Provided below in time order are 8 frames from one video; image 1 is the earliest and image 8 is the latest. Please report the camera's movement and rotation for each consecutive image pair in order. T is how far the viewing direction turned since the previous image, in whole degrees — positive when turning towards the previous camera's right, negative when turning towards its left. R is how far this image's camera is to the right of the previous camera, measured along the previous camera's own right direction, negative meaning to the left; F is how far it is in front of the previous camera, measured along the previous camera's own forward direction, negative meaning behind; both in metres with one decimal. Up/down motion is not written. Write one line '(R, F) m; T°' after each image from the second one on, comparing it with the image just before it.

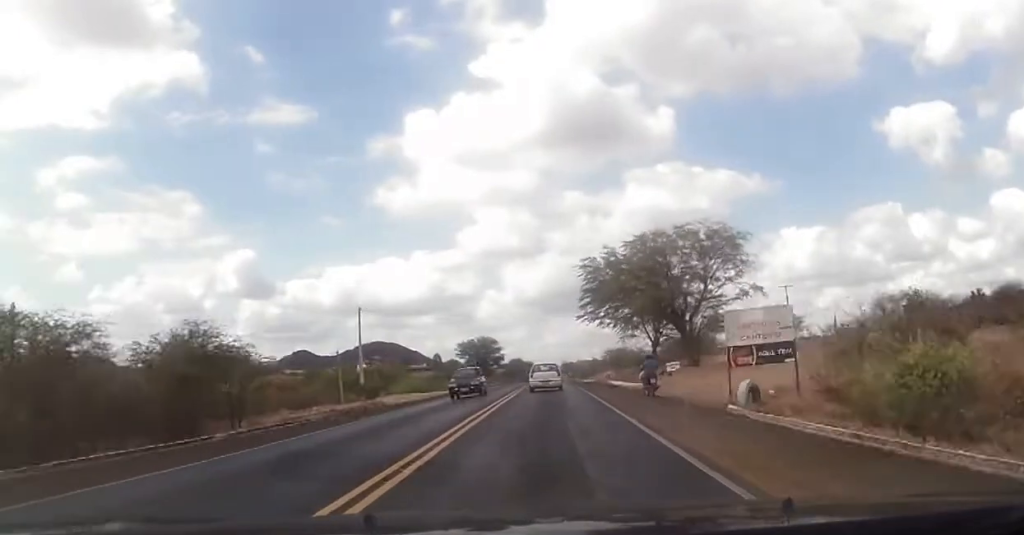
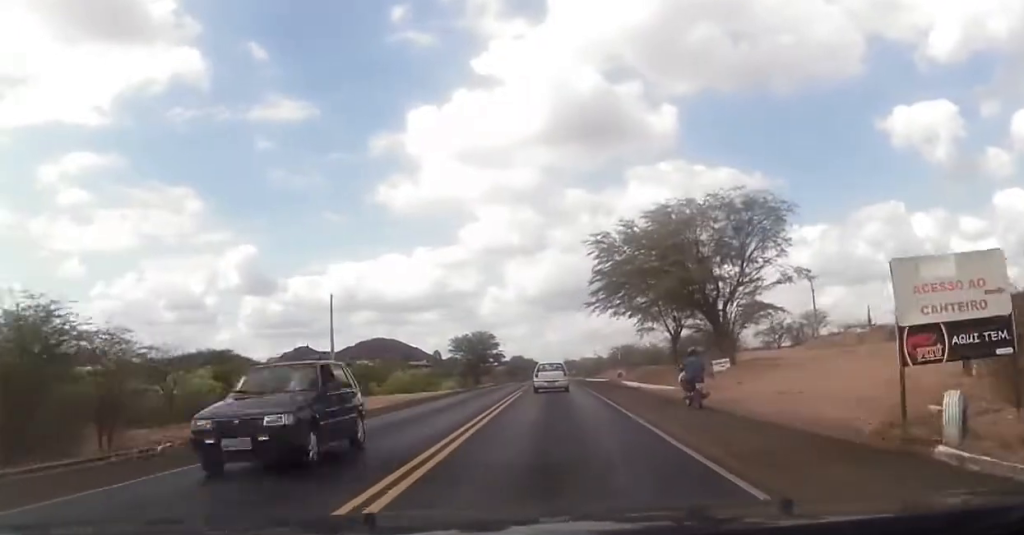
(+0.1, +10.5) m; 0°
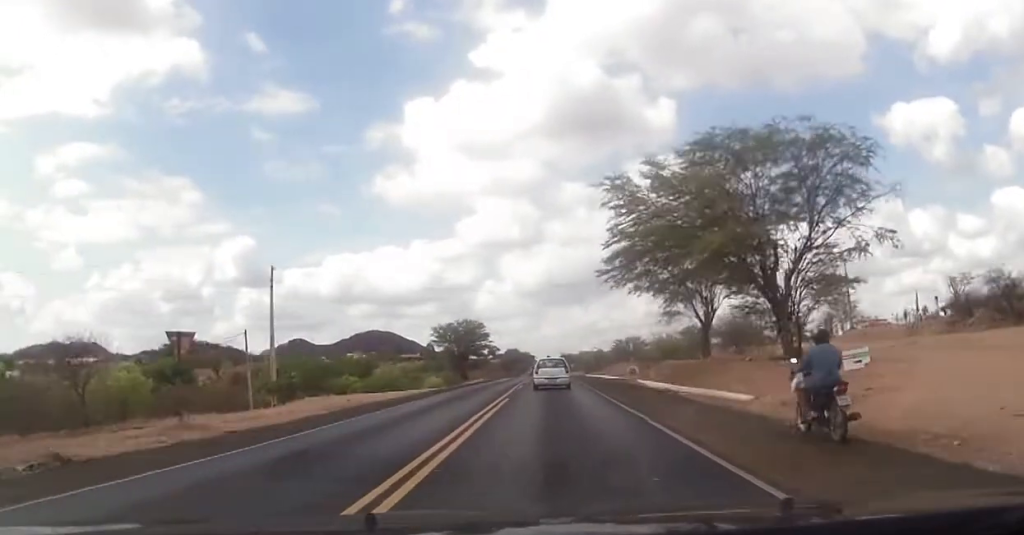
(+0.1, +13.4) m; -1°
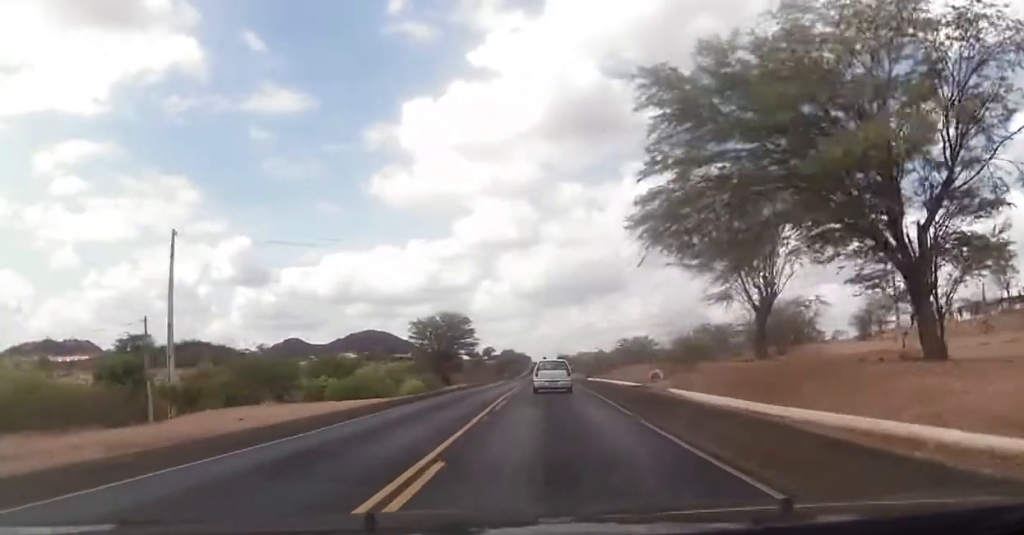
(-0.4, +13.7) m; 0°
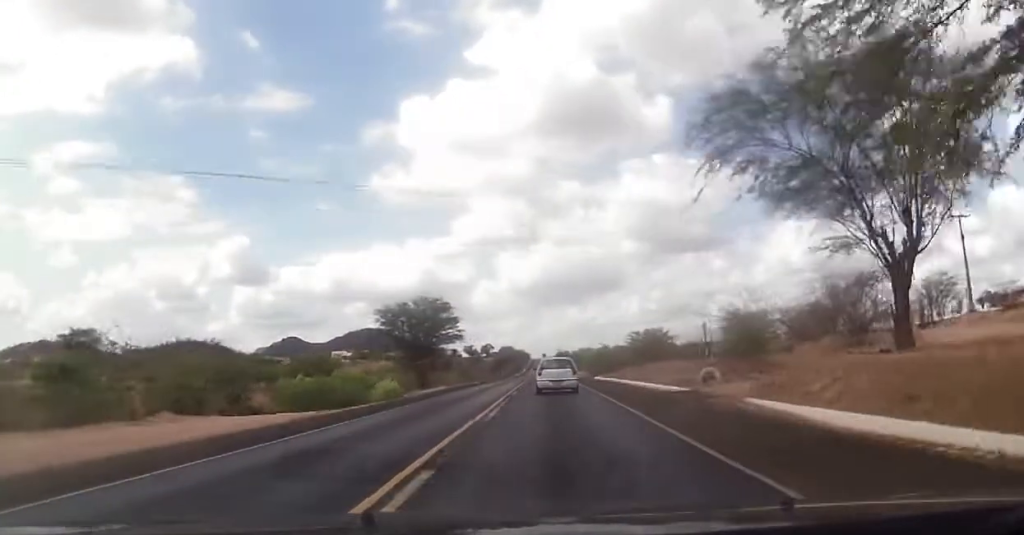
(0.0, +14.8) m; +1°
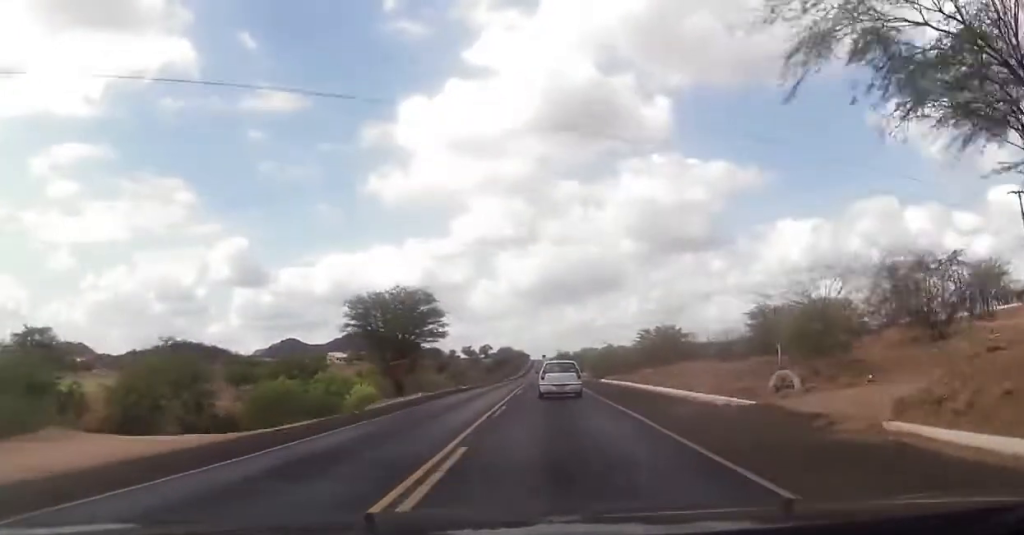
(+0.2, +9.8) m; +1°
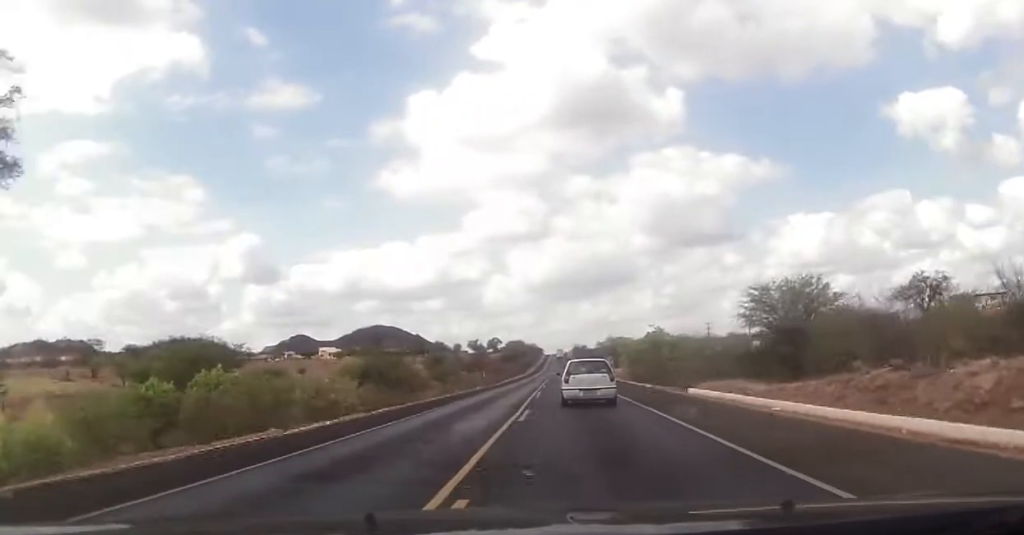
(-1.1, +44.1) m; -1°
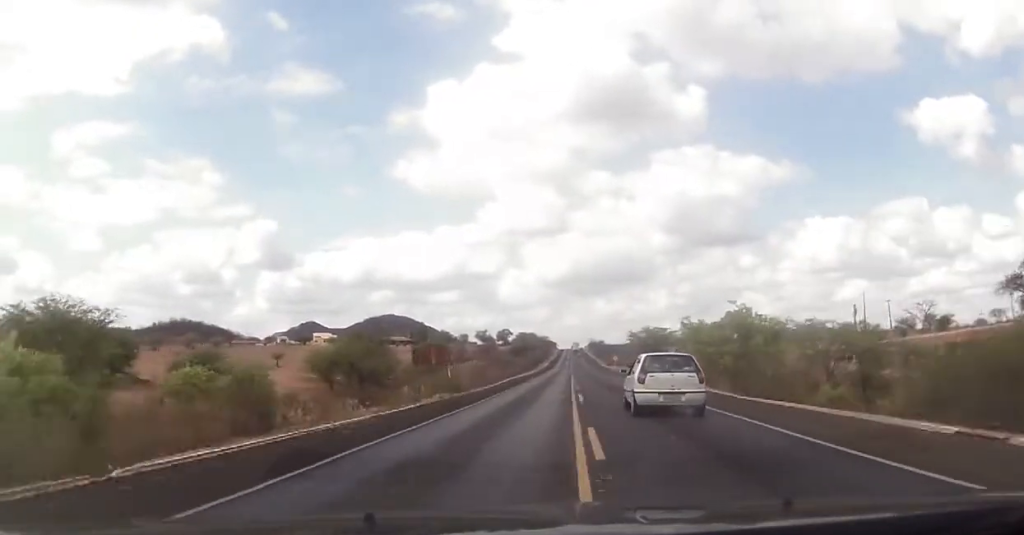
(0.0, +32.6) m; -1°
